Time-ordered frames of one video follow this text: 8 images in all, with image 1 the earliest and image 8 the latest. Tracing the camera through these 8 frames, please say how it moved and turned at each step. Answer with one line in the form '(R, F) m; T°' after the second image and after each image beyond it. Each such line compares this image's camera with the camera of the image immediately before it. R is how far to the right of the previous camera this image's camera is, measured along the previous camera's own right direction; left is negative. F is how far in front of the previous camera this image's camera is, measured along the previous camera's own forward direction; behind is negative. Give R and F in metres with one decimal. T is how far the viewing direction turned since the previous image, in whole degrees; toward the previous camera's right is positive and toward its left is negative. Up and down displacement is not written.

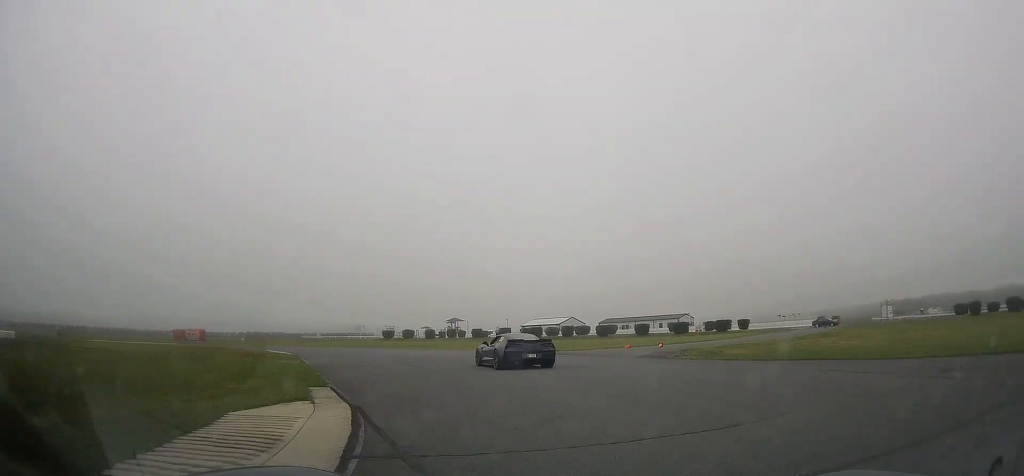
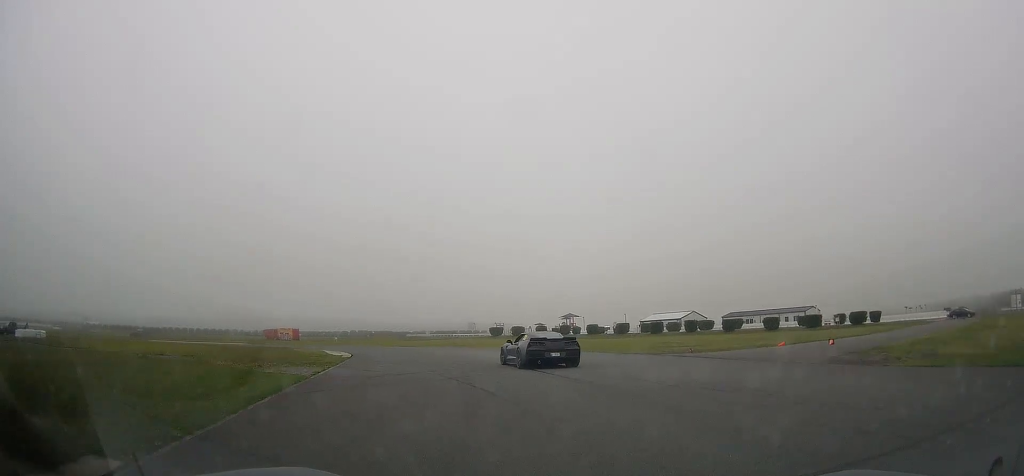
(-1.4, +10.0) m; -11°
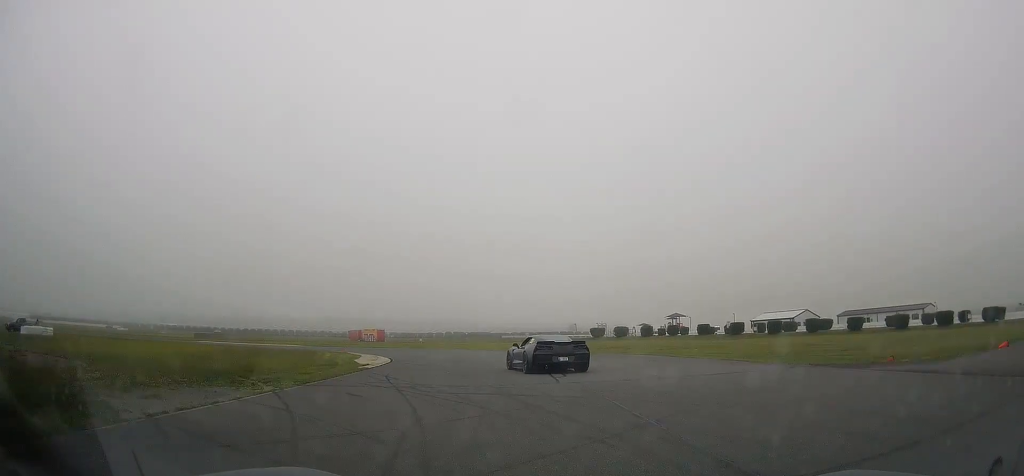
(-1.2, +11.6) m; -11°
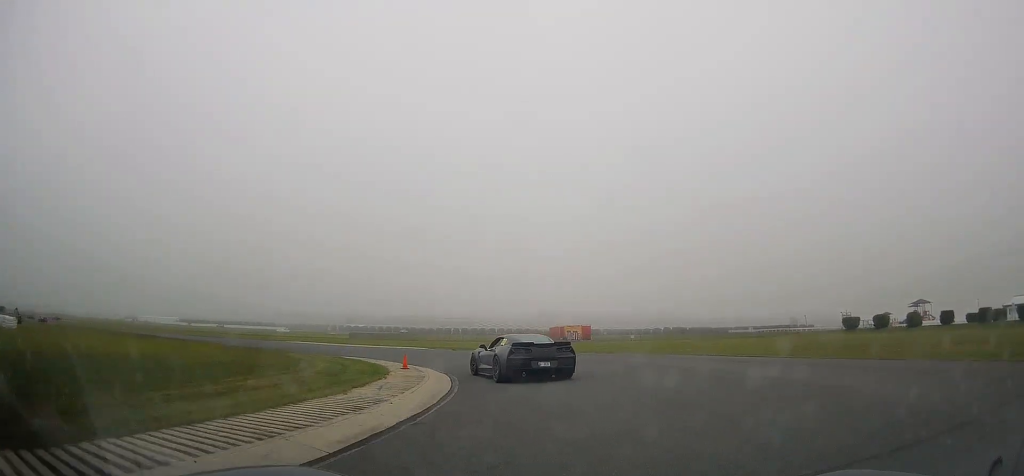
(-5.5, +27.2) m; -23°
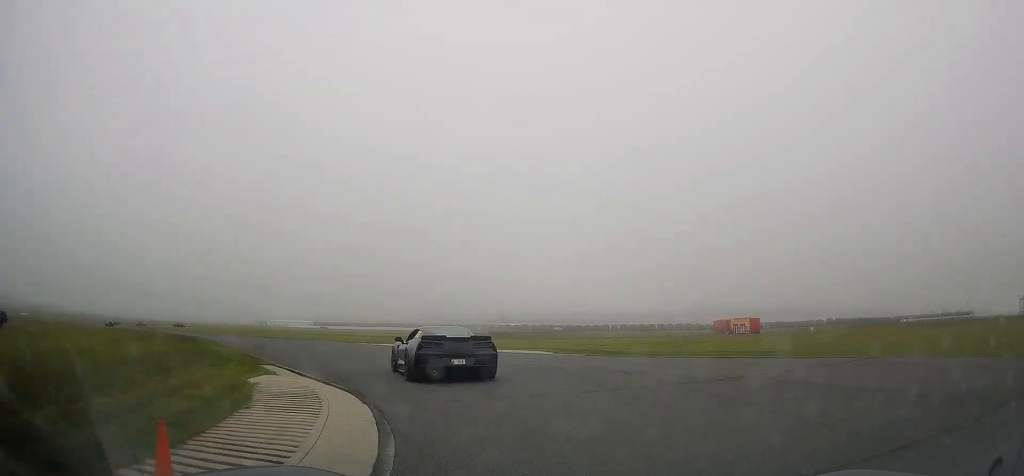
(-1.4, +15.6) m; -14°
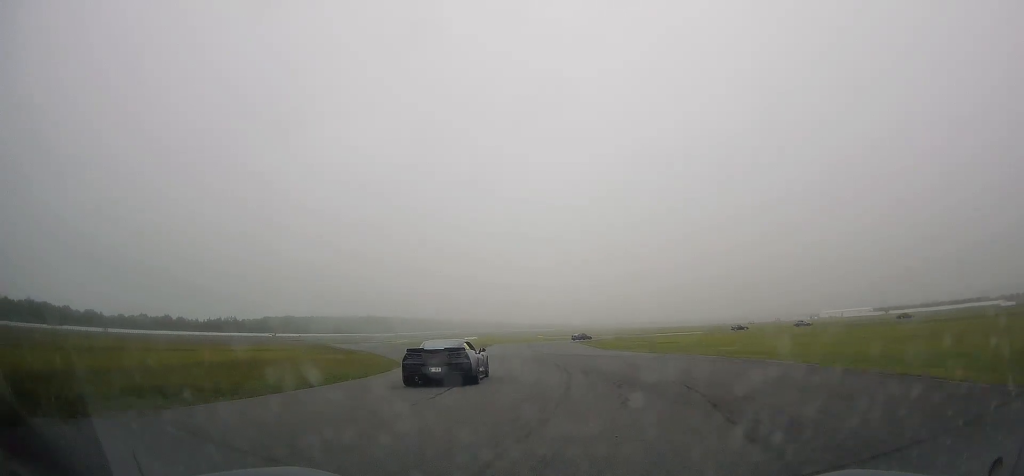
(-29.5, +54.7) m; -53°
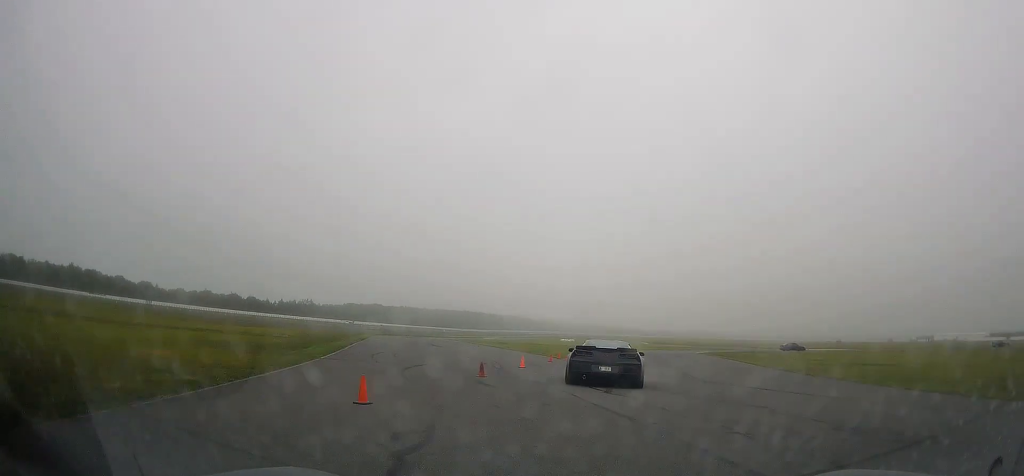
(-4.0, +29.7) m; -7°
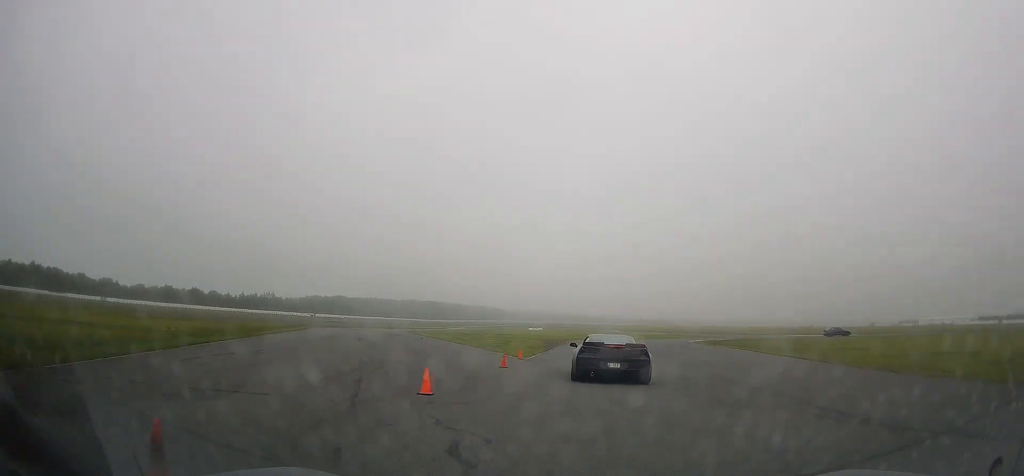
(-0.1, +13.2) m; +1°
